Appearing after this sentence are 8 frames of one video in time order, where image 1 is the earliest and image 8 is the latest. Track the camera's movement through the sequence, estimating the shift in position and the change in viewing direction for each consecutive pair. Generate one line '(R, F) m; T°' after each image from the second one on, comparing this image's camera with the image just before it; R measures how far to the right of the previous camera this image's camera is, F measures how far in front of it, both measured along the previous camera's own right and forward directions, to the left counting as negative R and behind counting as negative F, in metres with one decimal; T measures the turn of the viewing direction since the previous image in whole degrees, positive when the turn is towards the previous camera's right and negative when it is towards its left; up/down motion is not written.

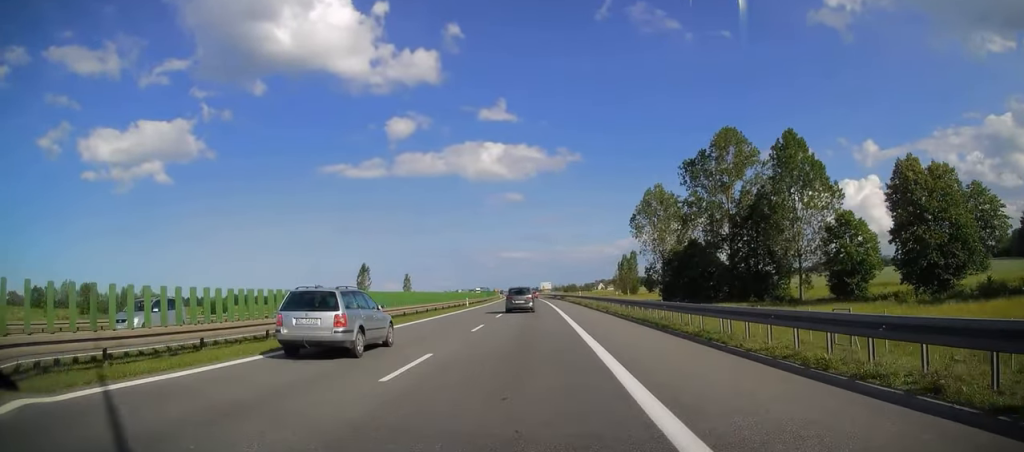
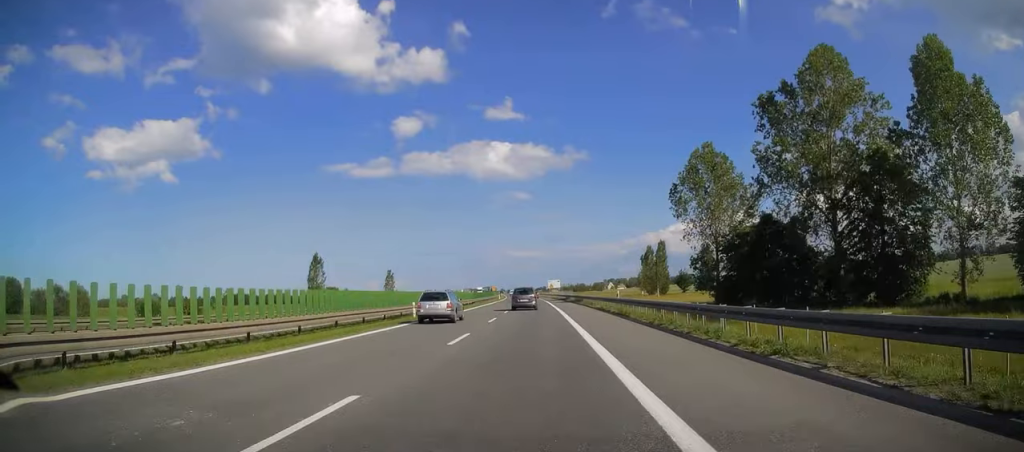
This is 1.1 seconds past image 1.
(+0.3, +29.4) m; 0°
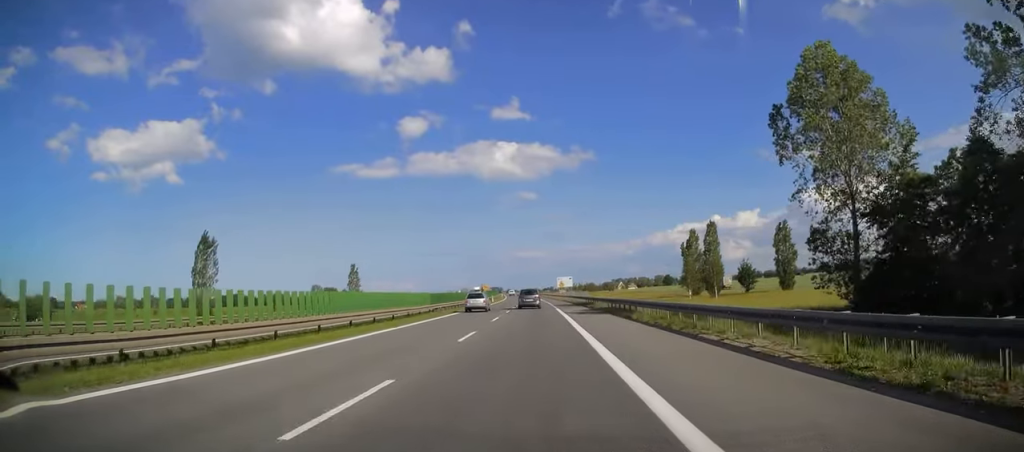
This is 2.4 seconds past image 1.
(-0.4, +34.3) m; -1°
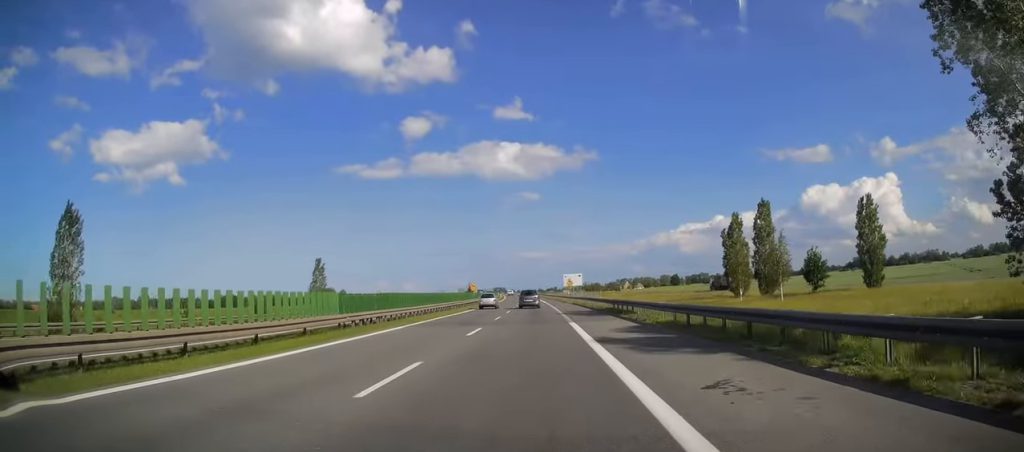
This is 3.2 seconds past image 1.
(-0.2, +21.3) m; -1°
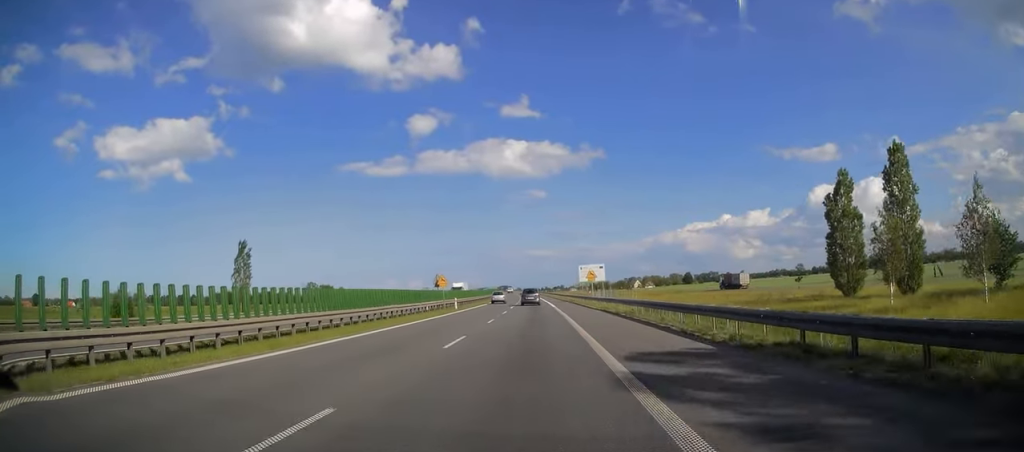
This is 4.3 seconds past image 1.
(-0.1, +28.9) m; -1°
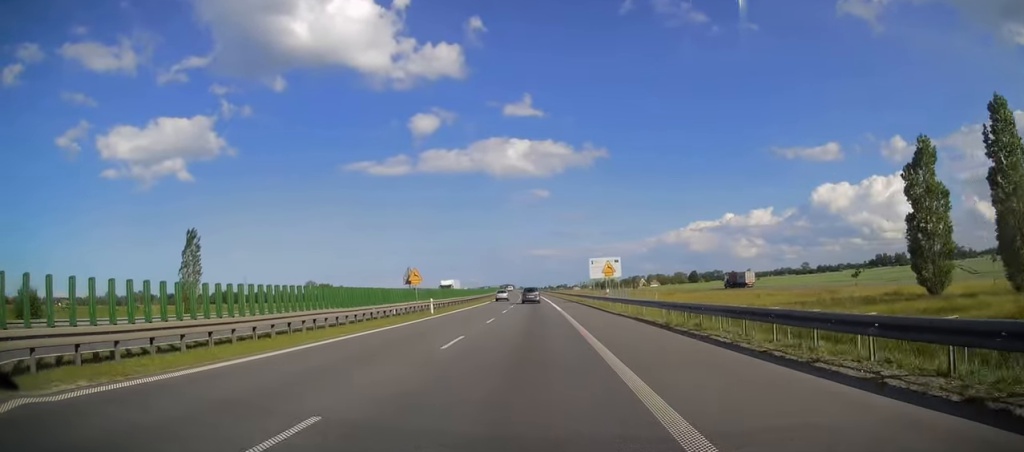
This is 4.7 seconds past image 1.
(0.0, +12.4) m; -1°
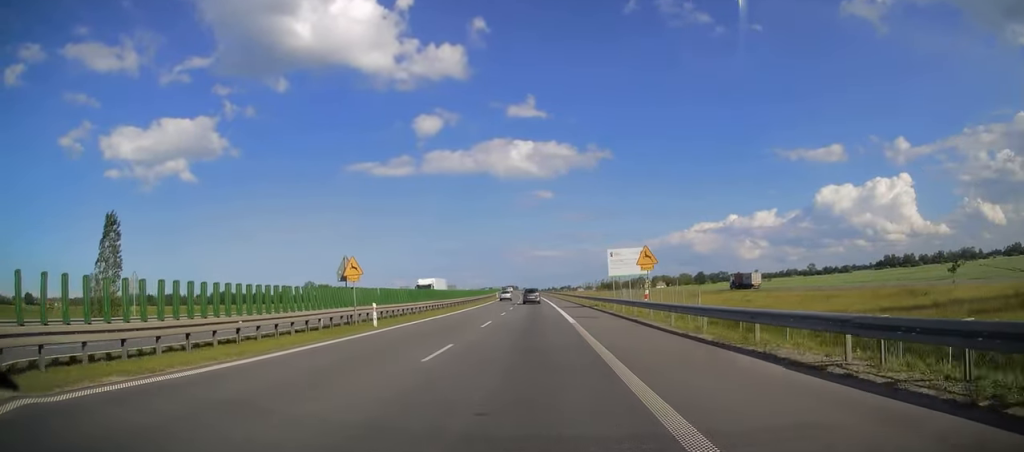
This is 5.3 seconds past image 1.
(-0.1, +14.2) m; -1°
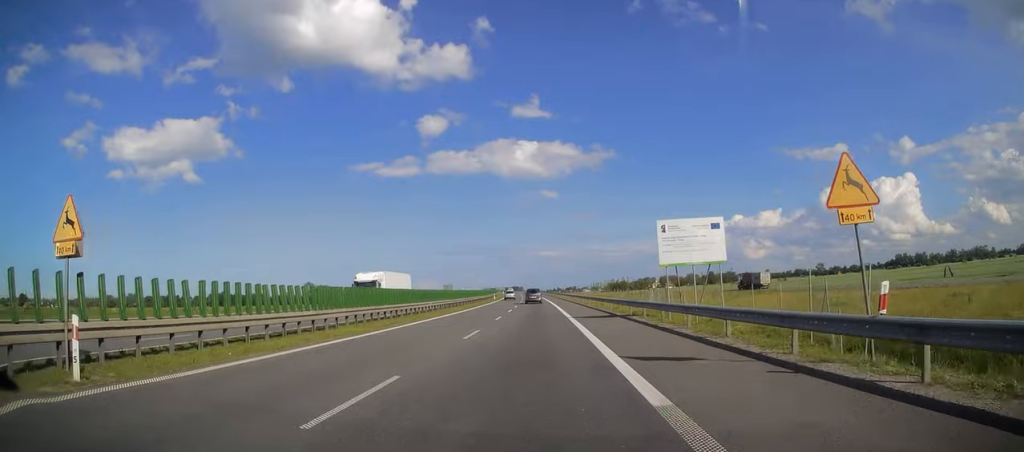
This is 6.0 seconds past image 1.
(-0.2, +18.2) m; -1°
